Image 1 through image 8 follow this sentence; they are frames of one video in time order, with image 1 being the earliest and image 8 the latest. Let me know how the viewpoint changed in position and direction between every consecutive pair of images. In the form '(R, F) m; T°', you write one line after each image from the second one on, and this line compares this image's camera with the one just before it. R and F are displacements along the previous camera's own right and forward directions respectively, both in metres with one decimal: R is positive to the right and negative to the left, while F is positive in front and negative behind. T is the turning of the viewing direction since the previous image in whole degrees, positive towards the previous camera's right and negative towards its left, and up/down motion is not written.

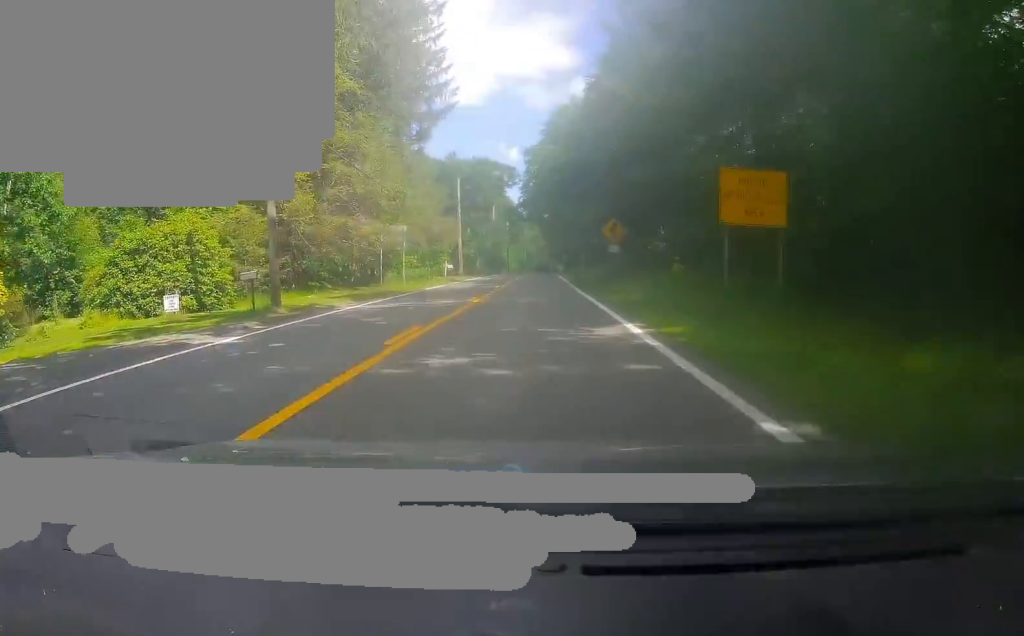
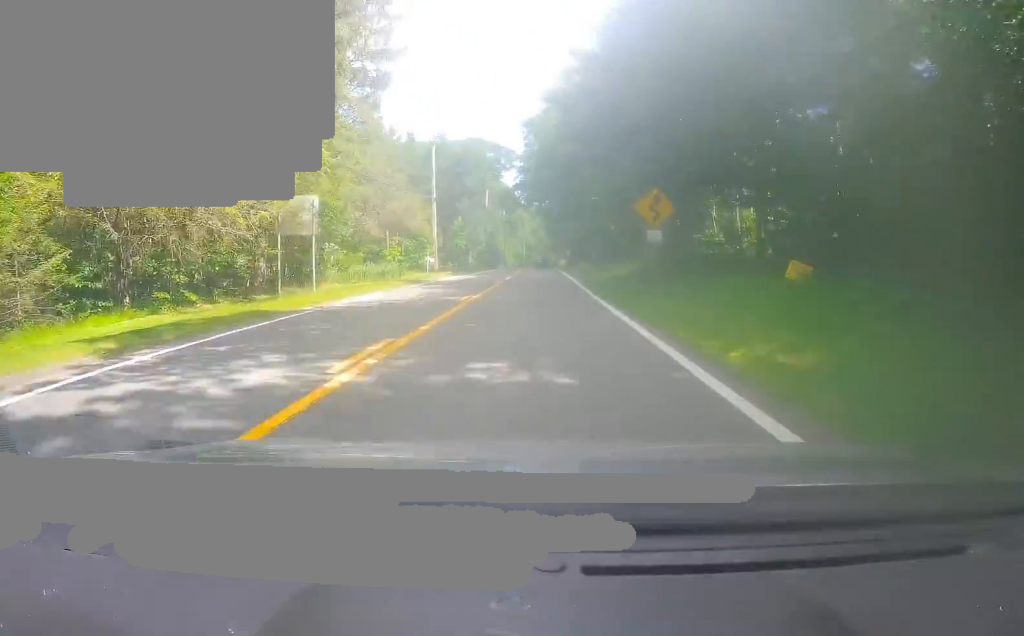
(-3.4, +13.2) m; +7°
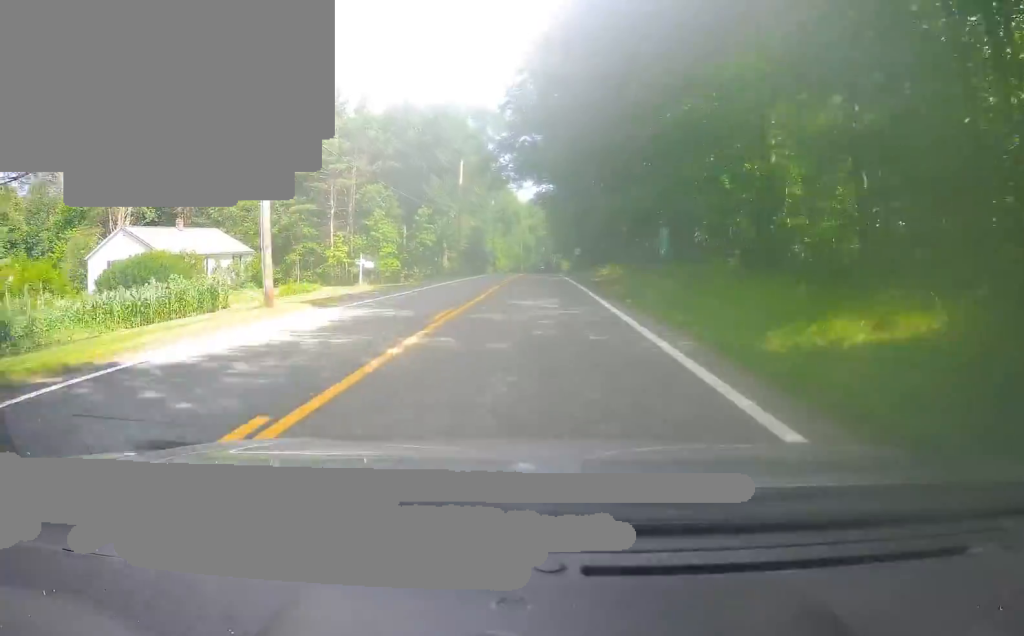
(+6.9, +29.8) m; +9°
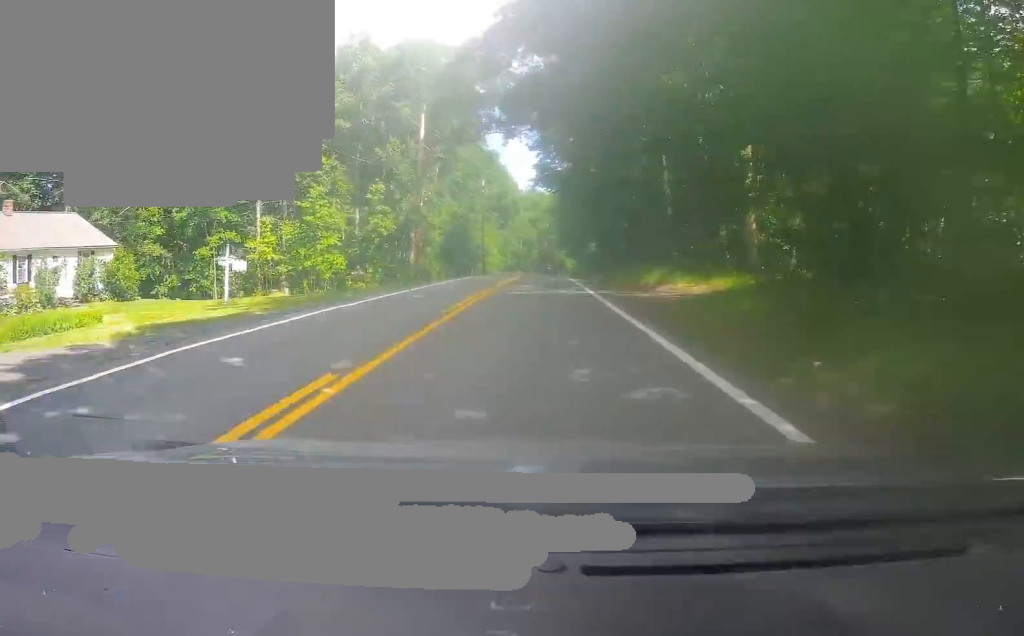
(-1.9, +22.8) m; -5°
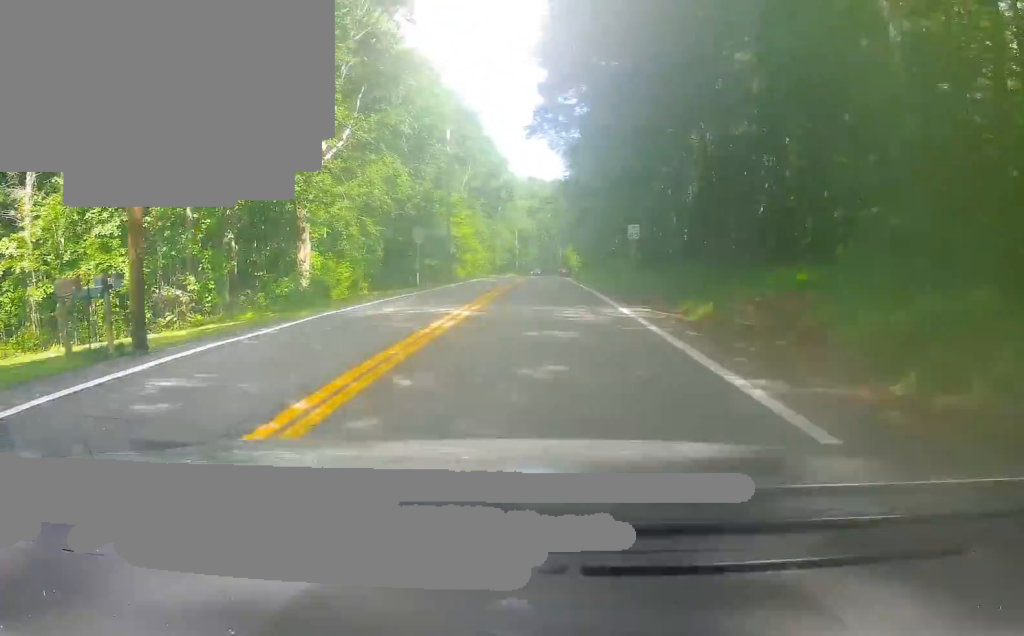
(-0.1, +30.4) m; 0°
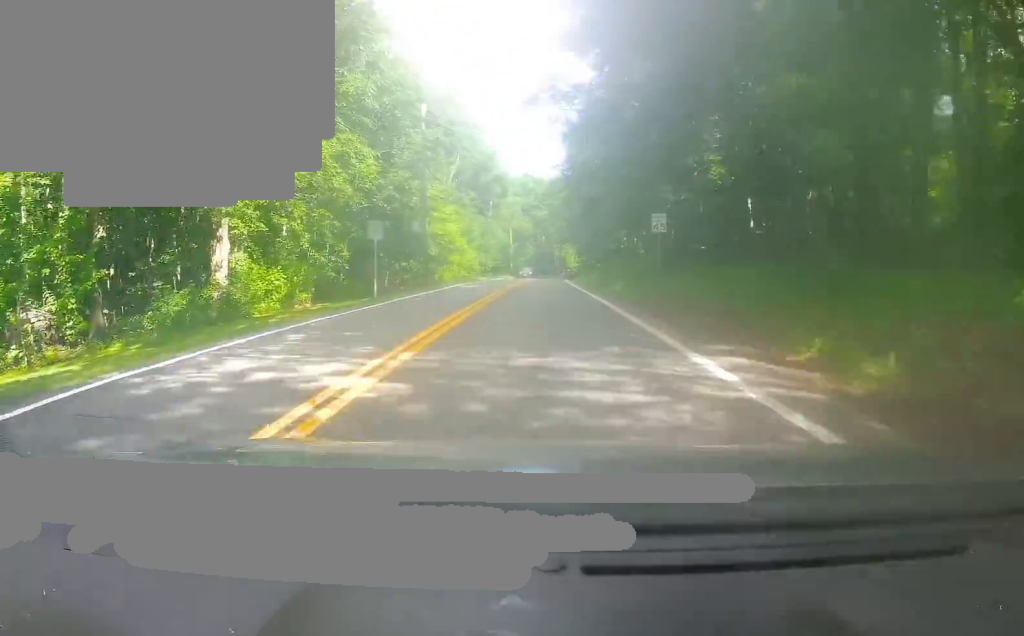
(-0.1, +9.1) m; 0°
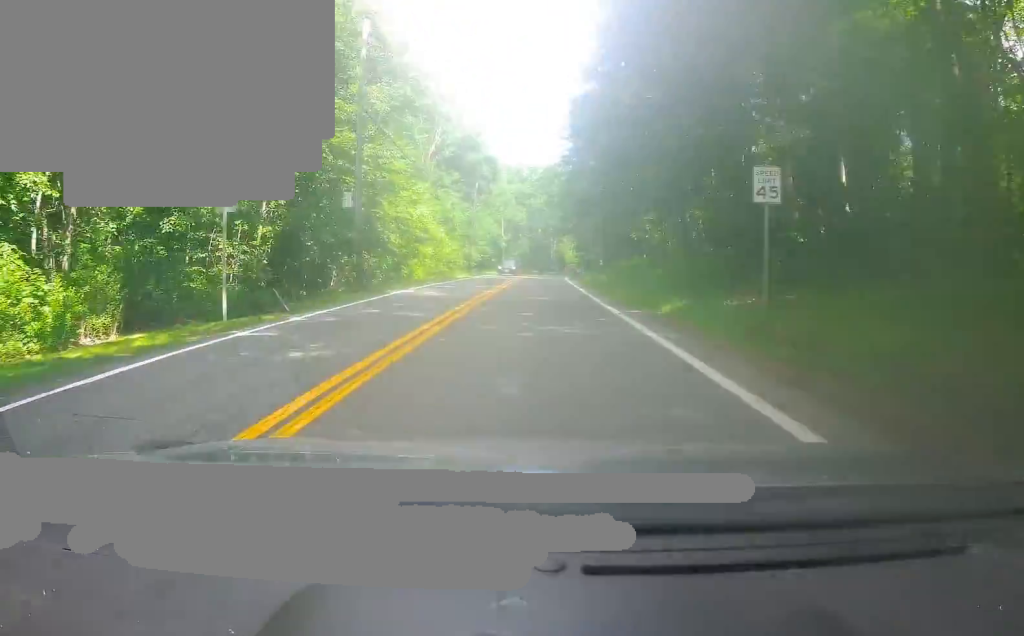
(+0.2, +13.3) m; 0°
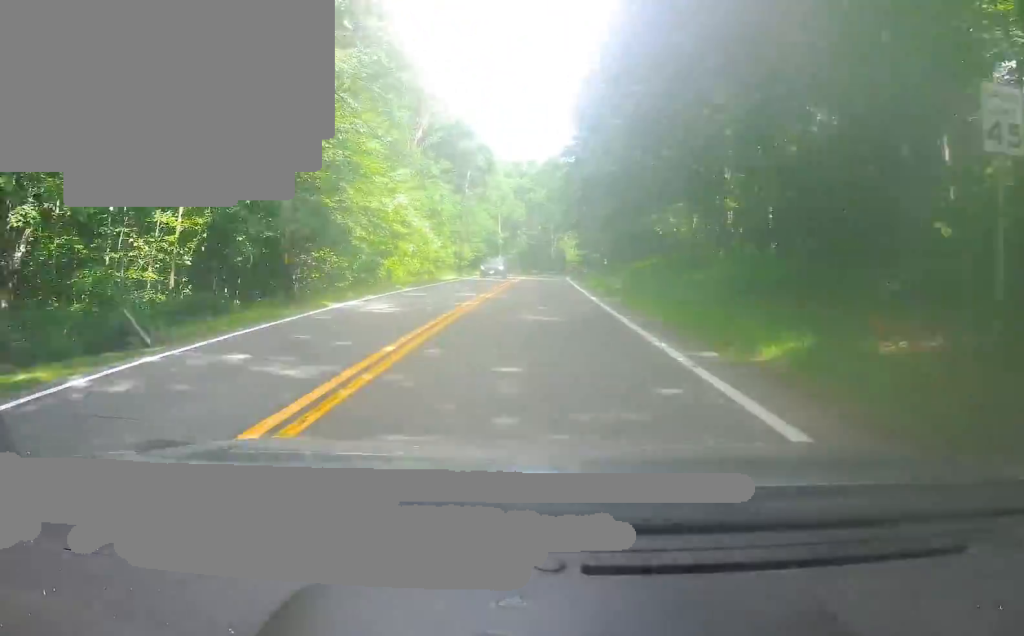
(+0.2, +8.5) m; 0°
